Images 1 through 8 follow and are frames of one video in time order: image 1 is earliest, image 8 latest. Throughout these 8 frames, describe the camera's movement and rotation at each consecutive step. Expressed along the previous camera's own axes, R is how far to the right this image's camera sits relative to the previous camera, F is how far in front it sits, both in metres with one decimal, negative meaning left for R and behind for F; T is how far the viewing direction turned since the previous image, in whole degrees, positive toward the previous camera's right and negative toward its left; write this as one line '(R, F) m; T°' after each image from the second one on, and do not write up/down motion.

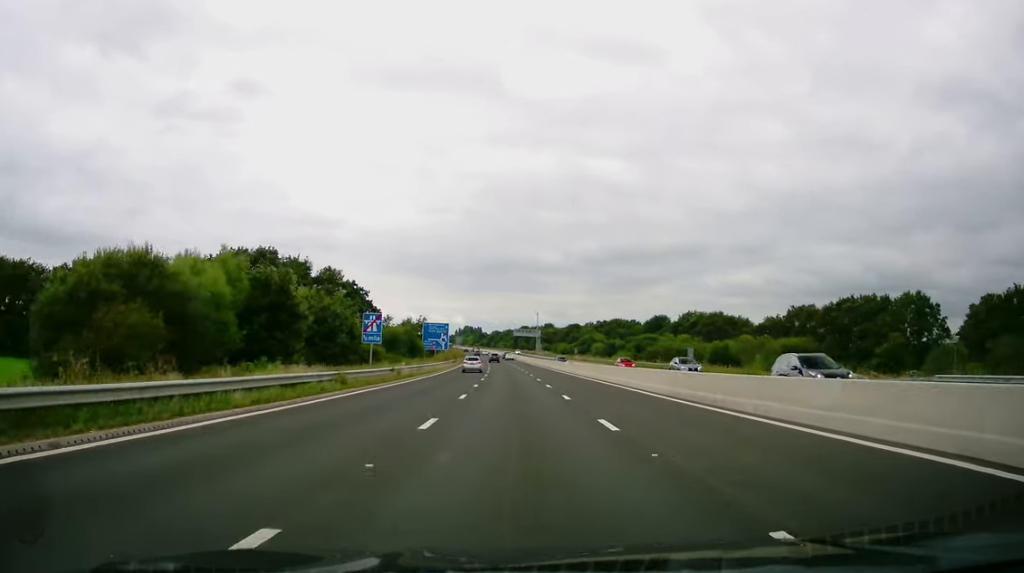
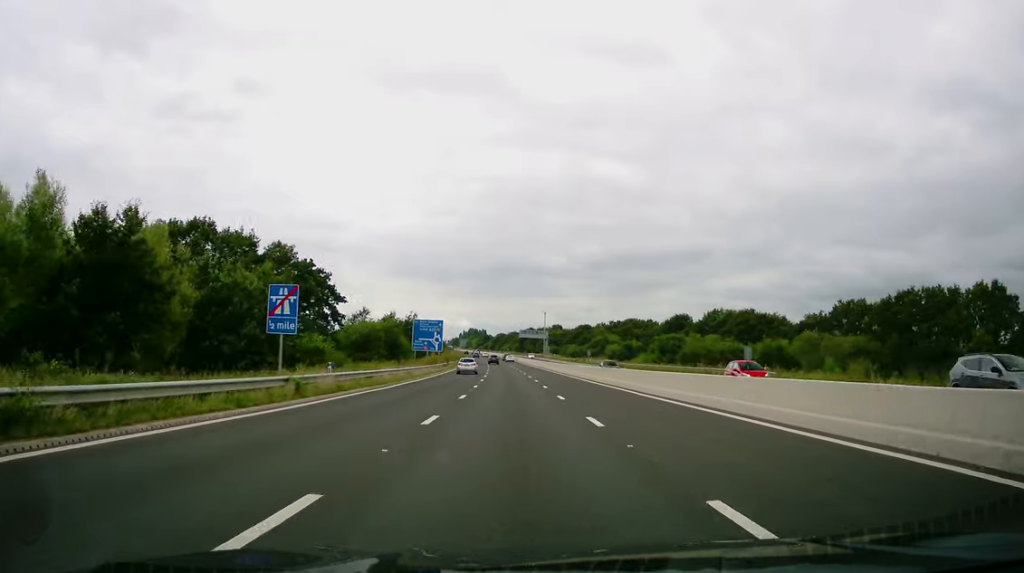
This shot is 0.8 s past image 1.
(0.0, +18.1) m; 0°
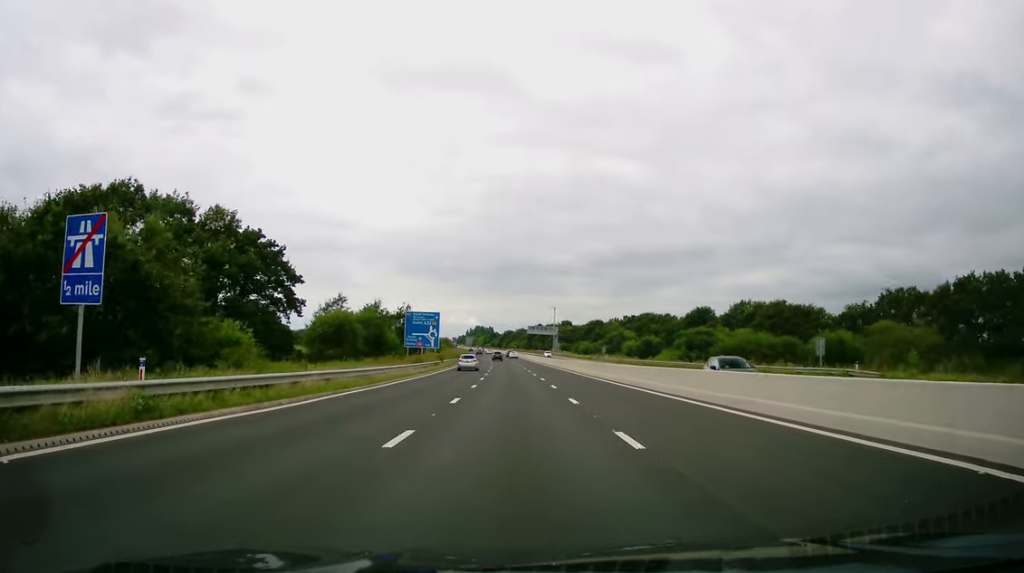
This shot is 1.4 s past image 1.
(0.0, +13.7) m; 0°
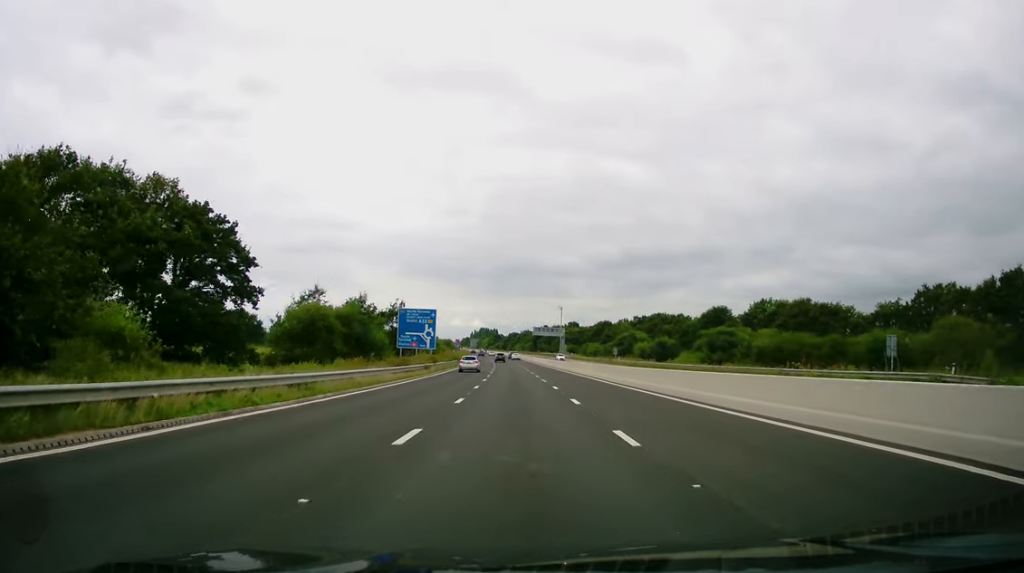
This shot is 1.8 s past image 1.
(0.0, +9.2) m; -1°
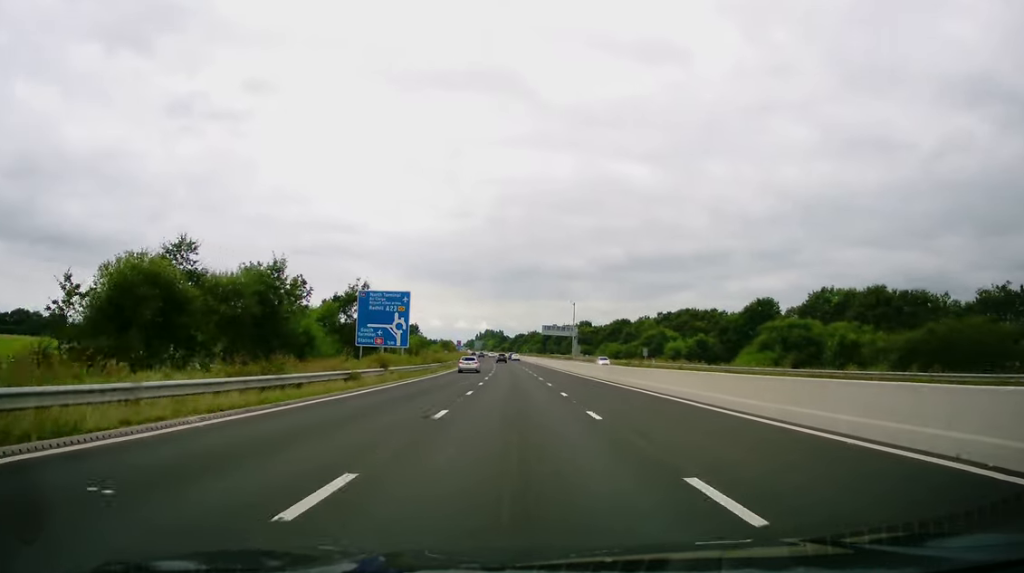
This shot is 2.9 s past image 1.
(-0.4, +24.8) m; -2°
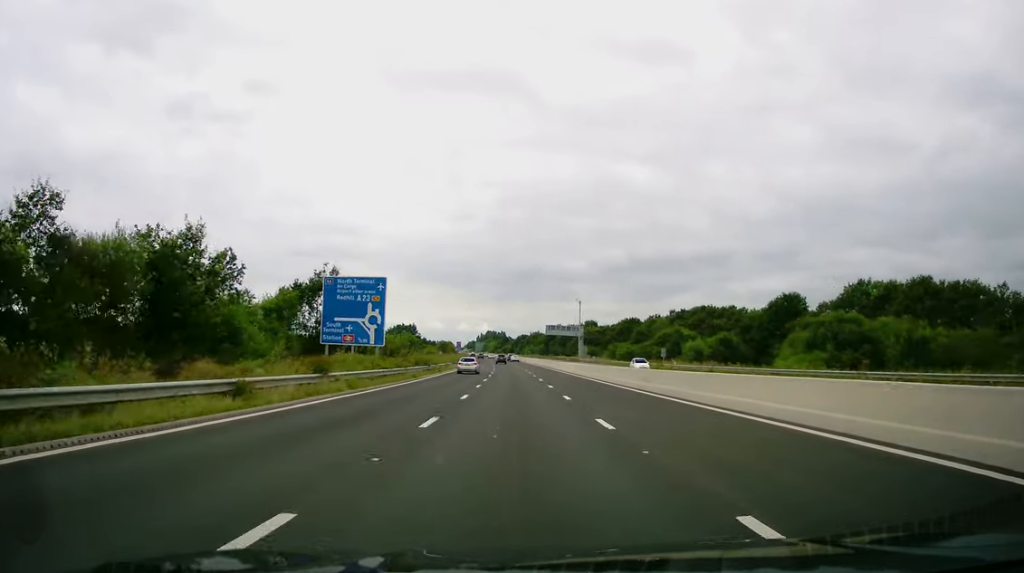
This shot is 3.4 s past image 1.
(-0.1, +11.7) m; -1°
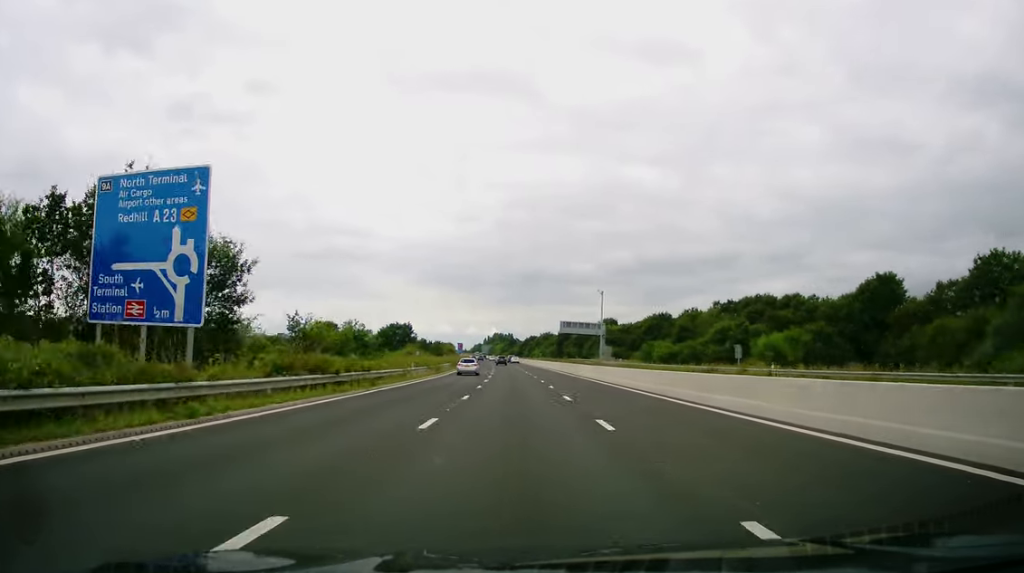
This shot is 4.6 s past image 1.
(0.0, +29.6) m; 0°
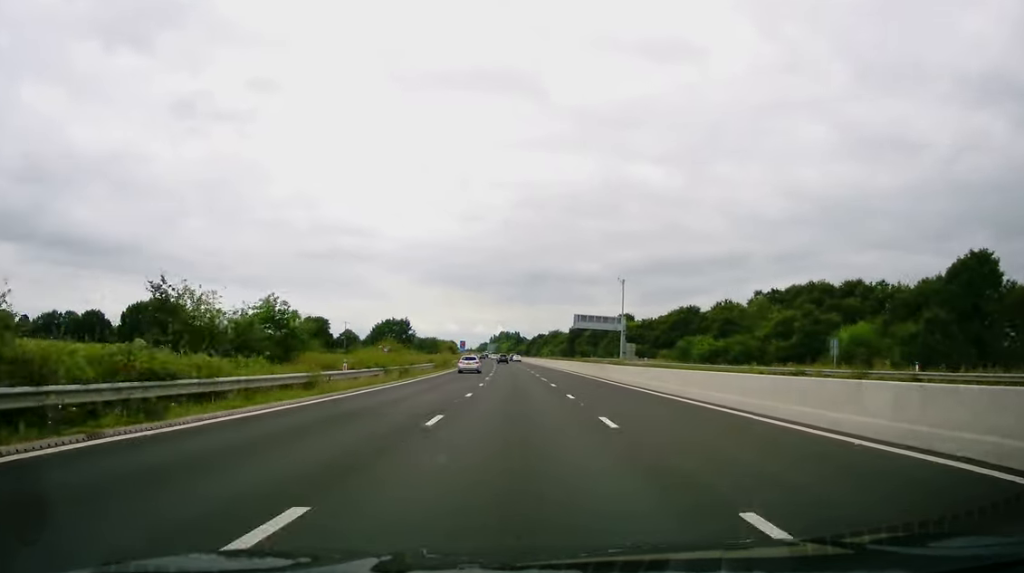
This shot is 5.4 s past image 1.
(0.0, +19.4) m; 0°
